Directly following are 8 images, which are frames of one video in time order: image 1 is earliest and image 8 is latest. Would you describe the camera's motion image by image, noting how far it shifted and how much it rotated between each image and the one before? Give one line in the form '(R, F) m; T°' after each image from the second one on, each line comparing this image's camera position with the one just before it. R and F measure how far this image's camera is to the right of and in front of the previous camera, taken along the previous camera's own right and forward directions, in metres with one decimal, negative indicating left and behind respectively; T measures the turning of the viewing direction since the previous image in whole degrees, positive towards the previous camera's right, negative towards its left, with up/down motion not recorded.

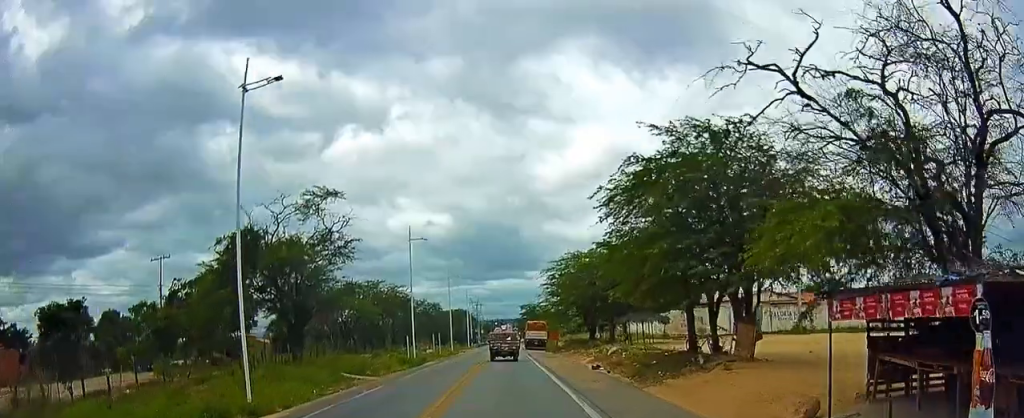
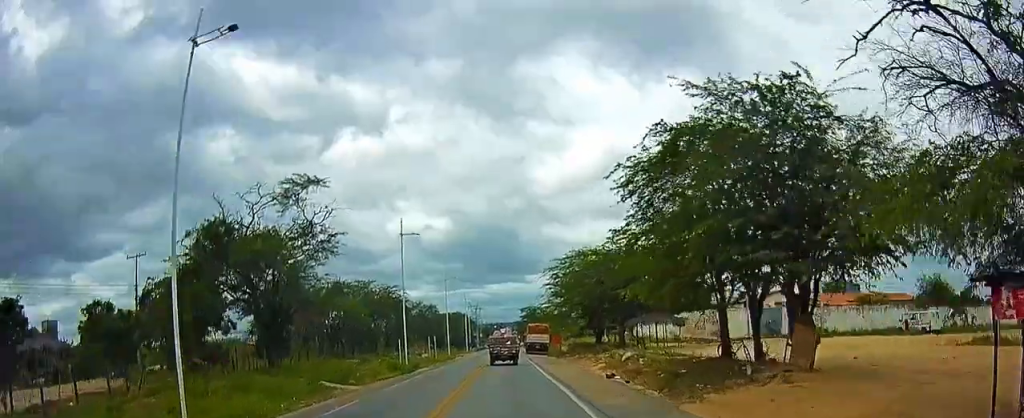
(0.0, +3.6) m; 0°
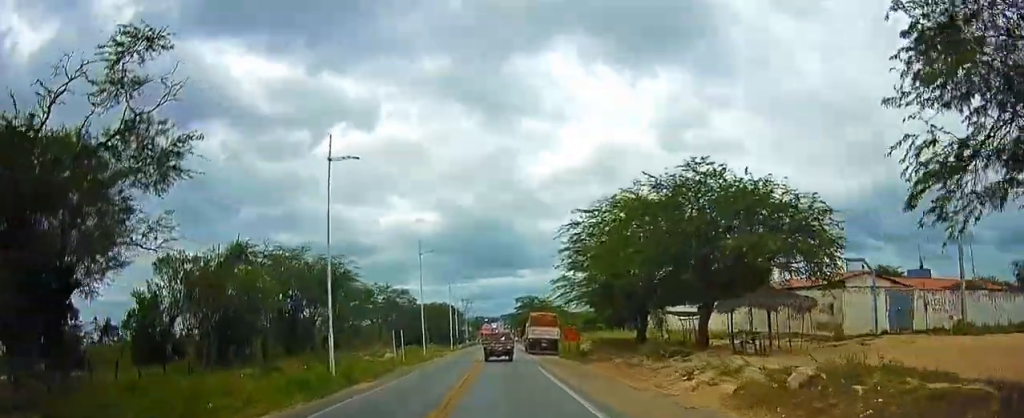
(+0.2, +17.2) m; -2°
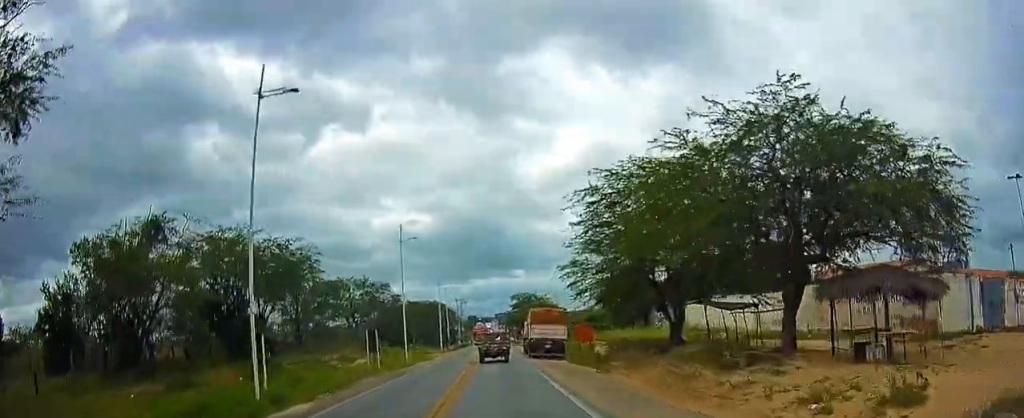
(-0.4, +7.5) m; -1°
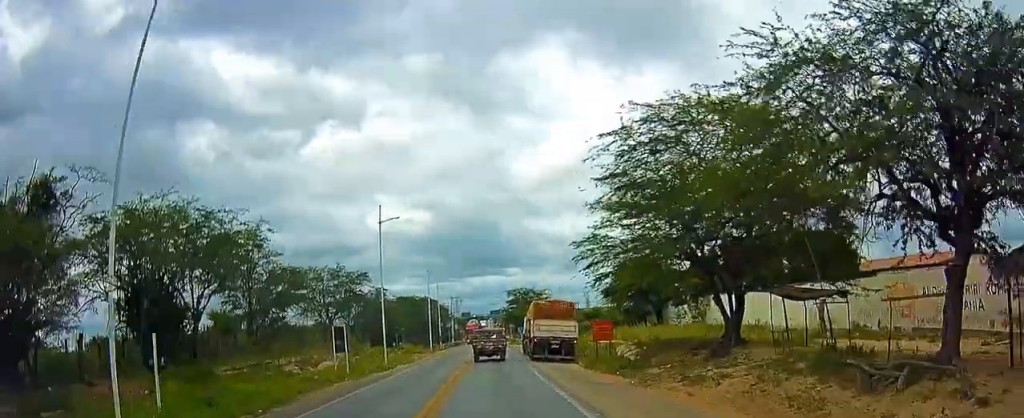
(+0.2, +7.1) m; +2°
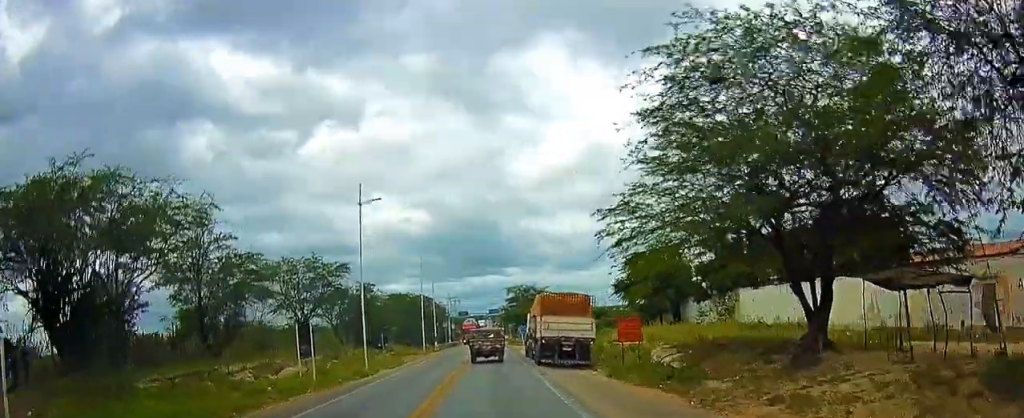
(+0.1, +5.9) m; +1°
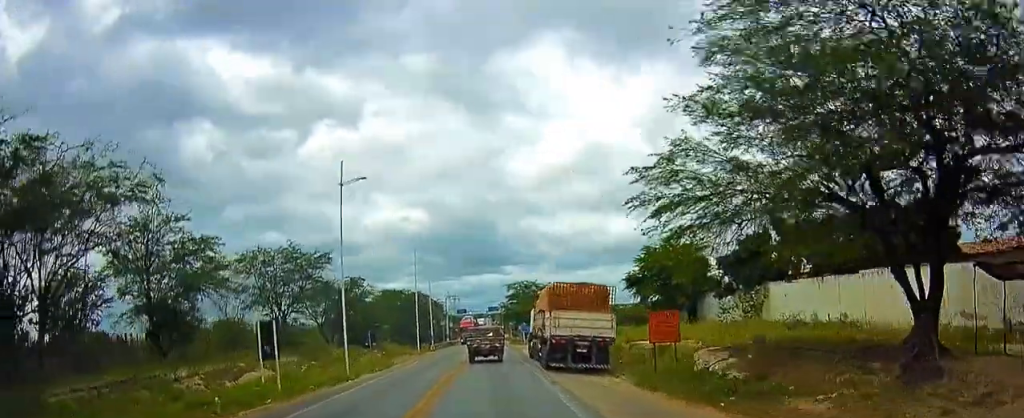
(+0.1, +4.7) m; 0°
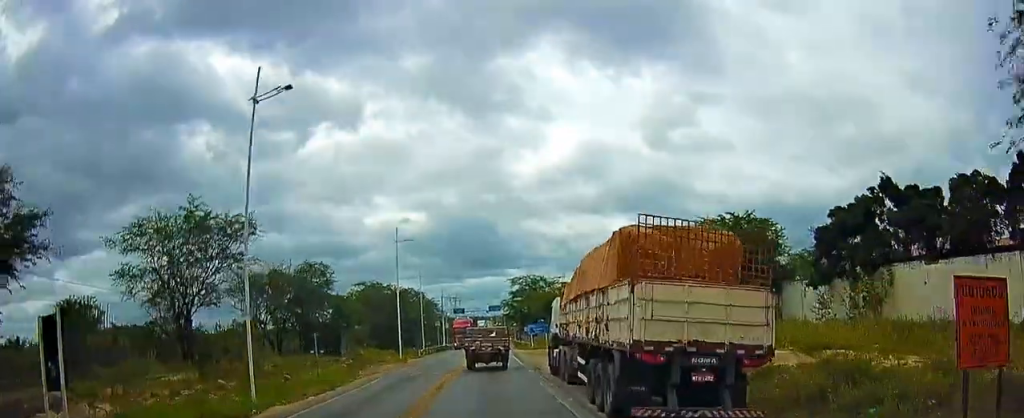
(+0.1, +13.5) m; 0°
